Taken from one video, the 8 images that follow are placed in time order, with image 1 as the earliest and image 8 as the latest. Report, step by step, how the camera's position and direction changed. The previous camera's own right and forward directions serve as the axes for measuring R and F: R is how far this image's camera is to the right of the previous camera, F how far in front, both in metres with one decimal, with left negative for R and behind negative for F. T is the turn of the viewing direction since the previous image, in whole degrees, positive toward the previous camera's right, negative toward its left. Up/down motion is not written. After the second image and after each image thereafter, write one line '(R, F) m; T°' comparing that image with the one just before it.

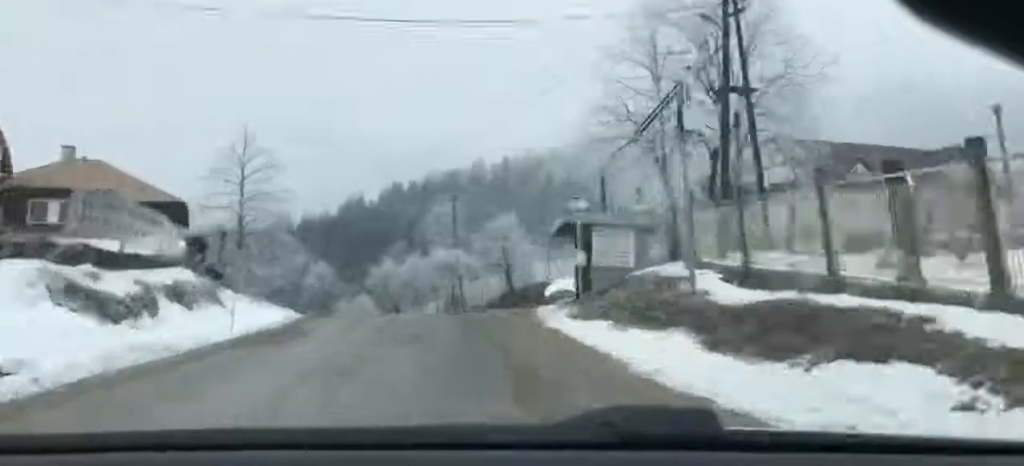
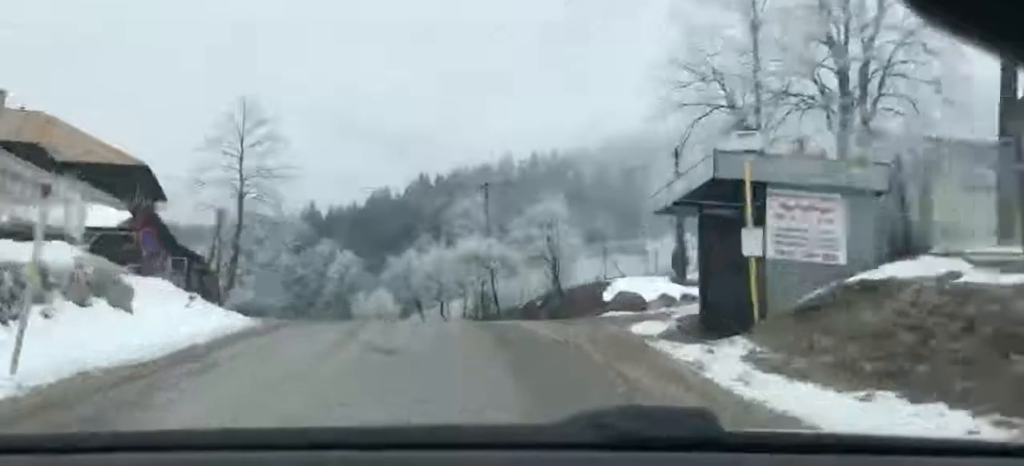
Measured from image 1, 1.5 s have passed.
(-0.4, +11.2) m; -1°
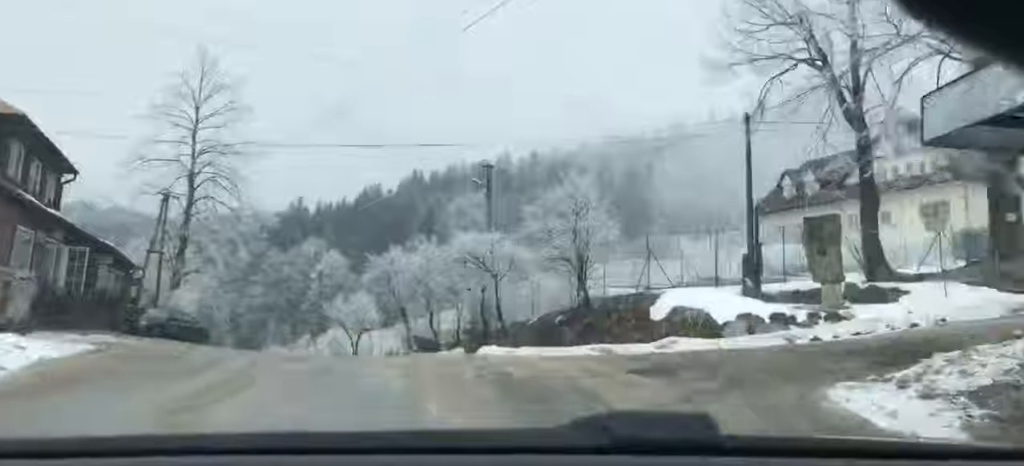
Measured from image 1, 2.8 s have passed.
(+0.7, +10.8) m; +2°
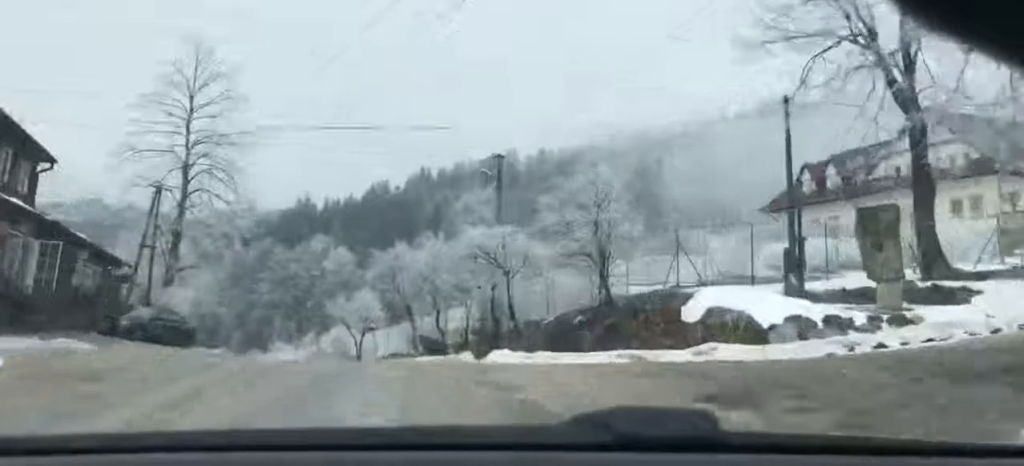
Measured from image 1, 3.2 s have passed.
(-0.2, +3.5) m; -1°
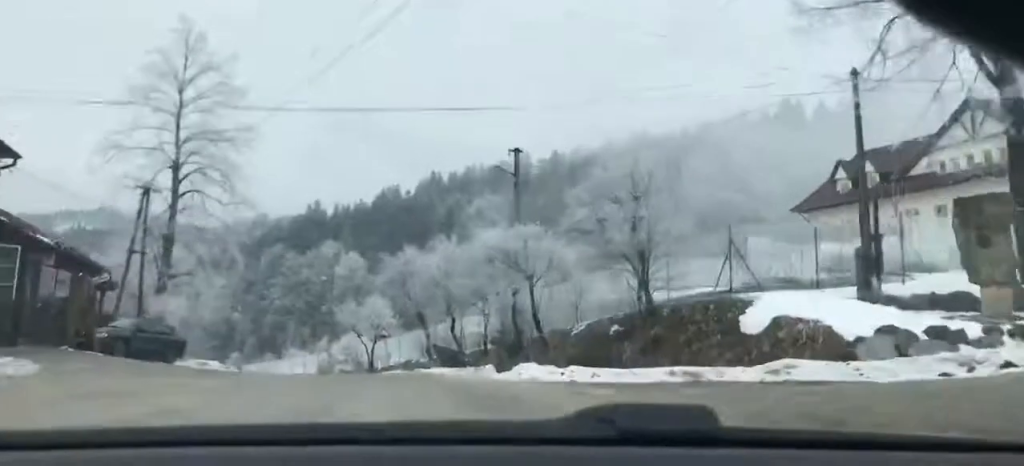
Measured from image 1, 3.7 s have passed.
(-0.3, +4.4) m; -2°
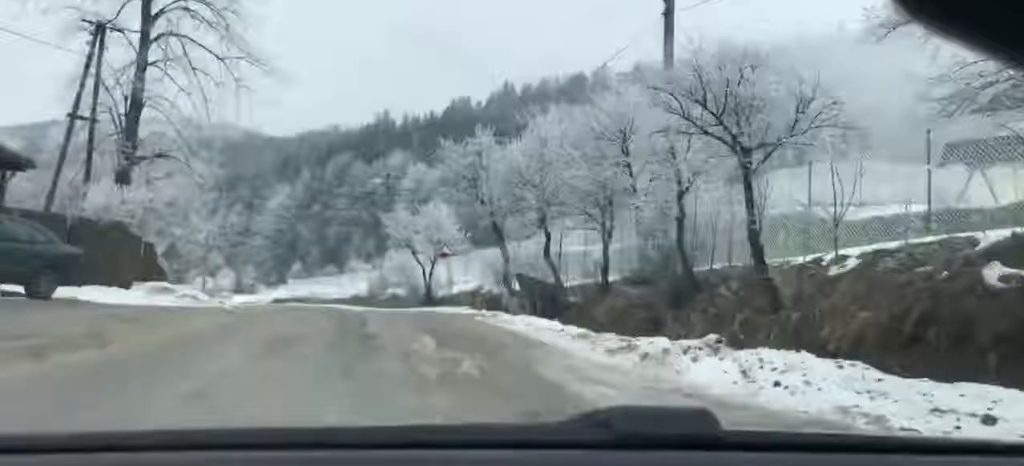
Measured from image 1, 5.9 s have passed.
(+0.4, +14.9) m; +3°
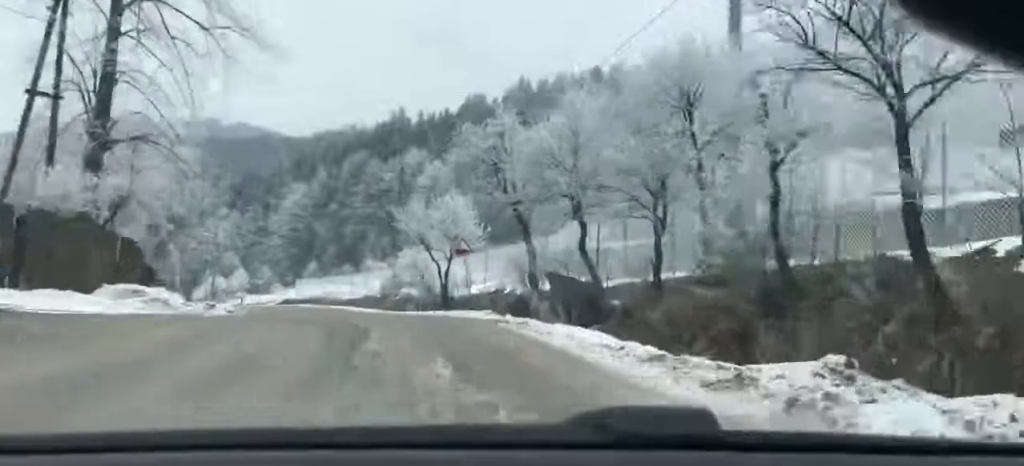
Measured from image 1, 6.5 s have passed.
(0.0, +3.1) m; 0°
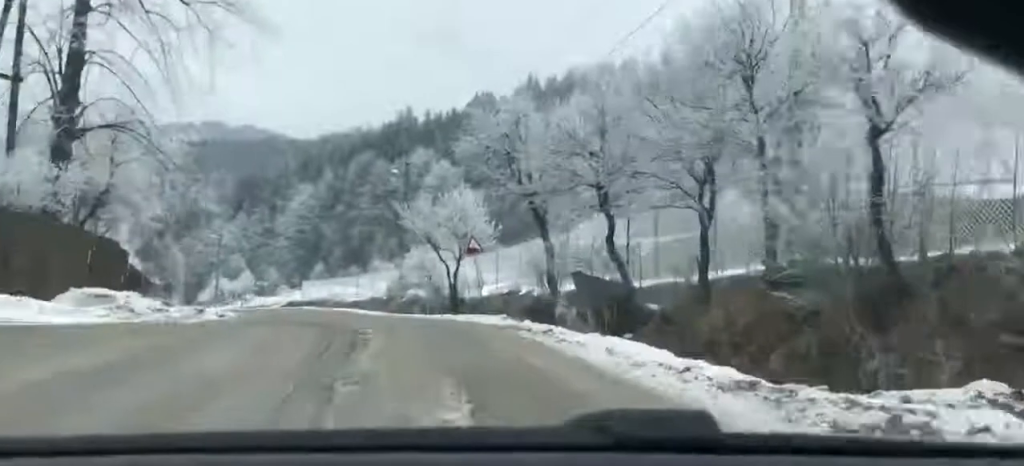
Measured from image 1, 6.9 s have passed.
(0.0, +2.1) m; 0°
